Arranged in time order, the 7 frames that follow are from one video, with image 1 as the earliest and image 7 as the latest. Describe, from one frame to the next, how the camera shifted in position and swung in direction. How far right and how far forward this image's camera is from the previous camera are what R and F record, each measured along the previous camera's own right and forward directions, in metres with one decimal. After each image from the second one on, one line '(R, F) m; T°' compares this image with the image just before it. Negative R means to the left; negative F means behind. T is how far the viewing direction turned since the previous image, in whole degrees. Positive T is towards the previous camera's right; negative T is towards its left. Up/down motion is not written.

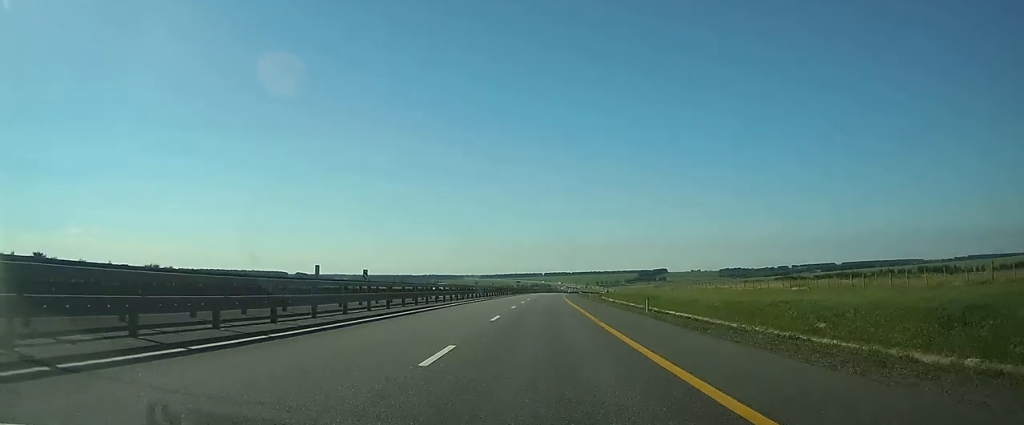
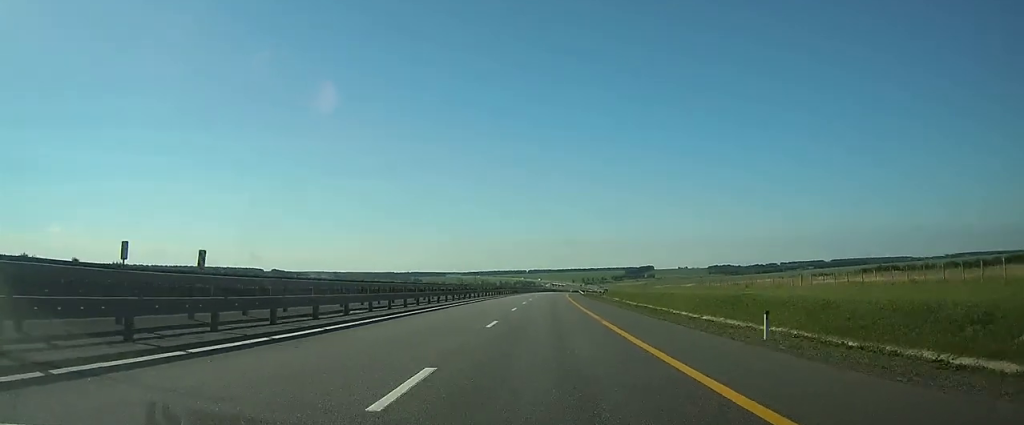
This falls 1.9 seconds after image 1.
(+0.9, +62.6) m; +2°
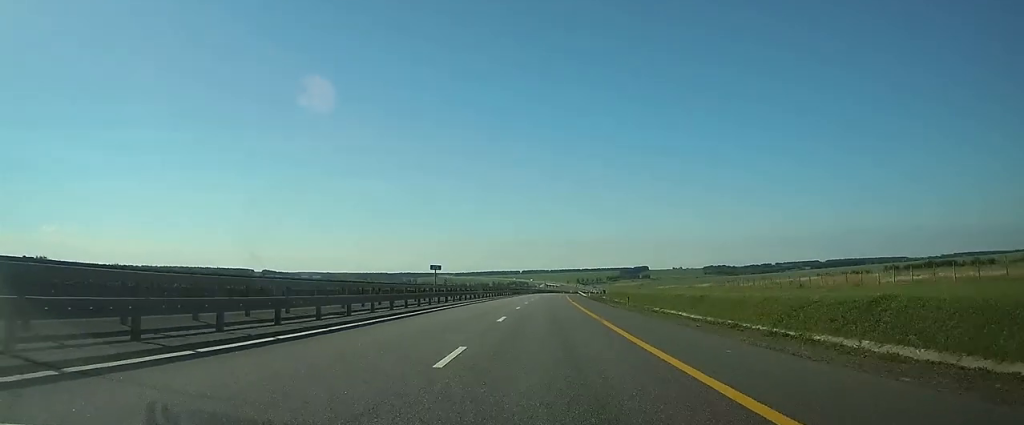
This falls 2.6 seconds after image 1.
(+0.1, +20.6) m; +1°
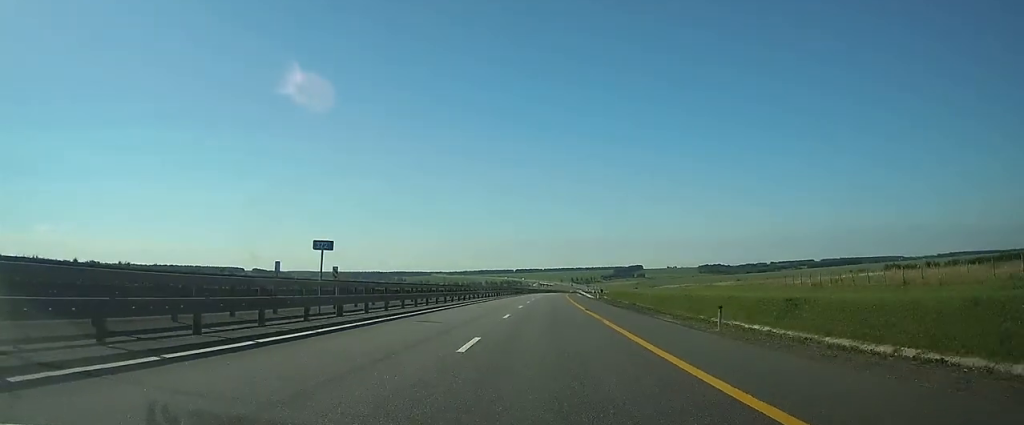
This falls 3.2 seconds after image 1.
(+0.1, +21.7) m; +1°
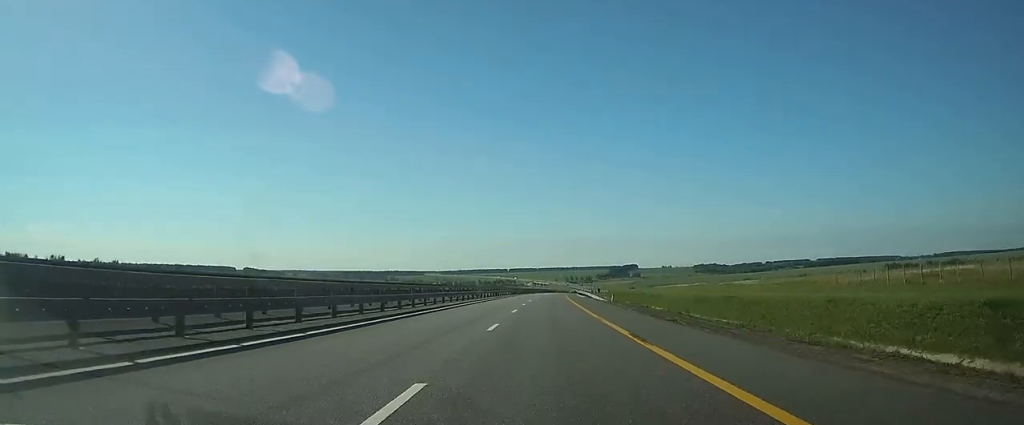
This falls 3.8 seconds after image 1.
(+0.1, +18.5) m; 0°
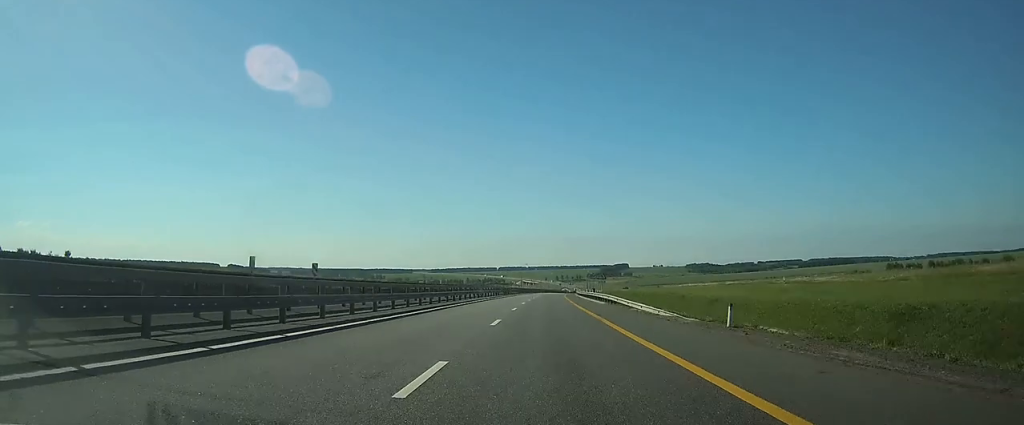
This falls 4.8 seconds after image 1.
(+0.3, +33.8) m; +1°
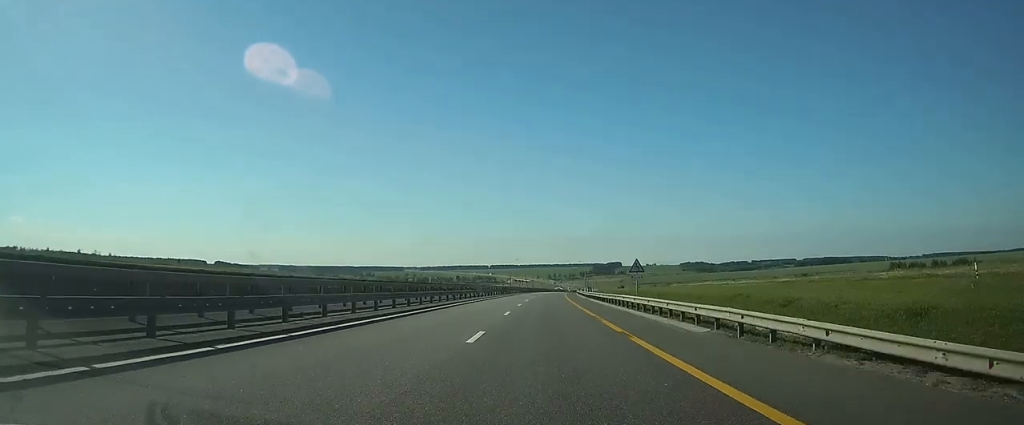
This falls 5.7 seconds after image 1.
(+0.1, +29.6) m; +1°
